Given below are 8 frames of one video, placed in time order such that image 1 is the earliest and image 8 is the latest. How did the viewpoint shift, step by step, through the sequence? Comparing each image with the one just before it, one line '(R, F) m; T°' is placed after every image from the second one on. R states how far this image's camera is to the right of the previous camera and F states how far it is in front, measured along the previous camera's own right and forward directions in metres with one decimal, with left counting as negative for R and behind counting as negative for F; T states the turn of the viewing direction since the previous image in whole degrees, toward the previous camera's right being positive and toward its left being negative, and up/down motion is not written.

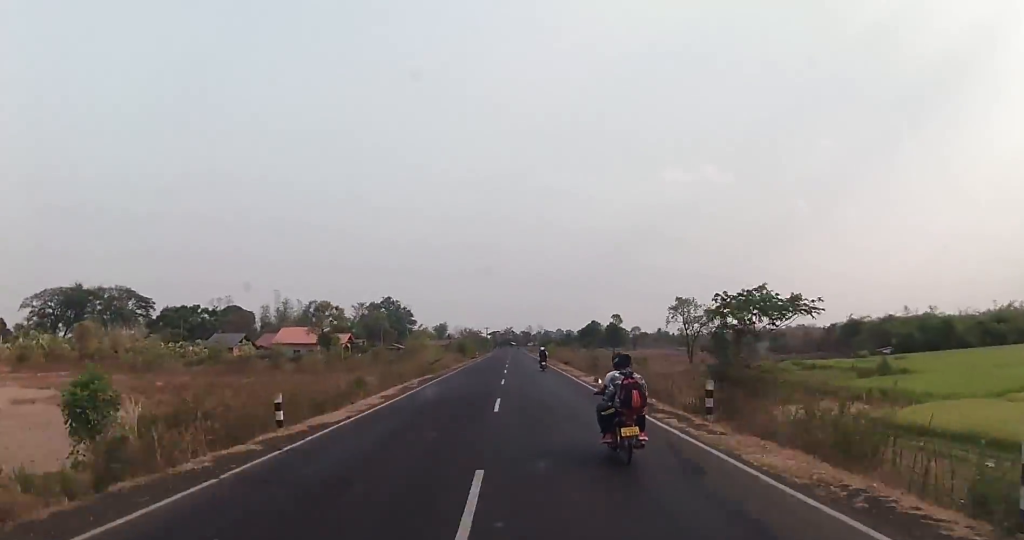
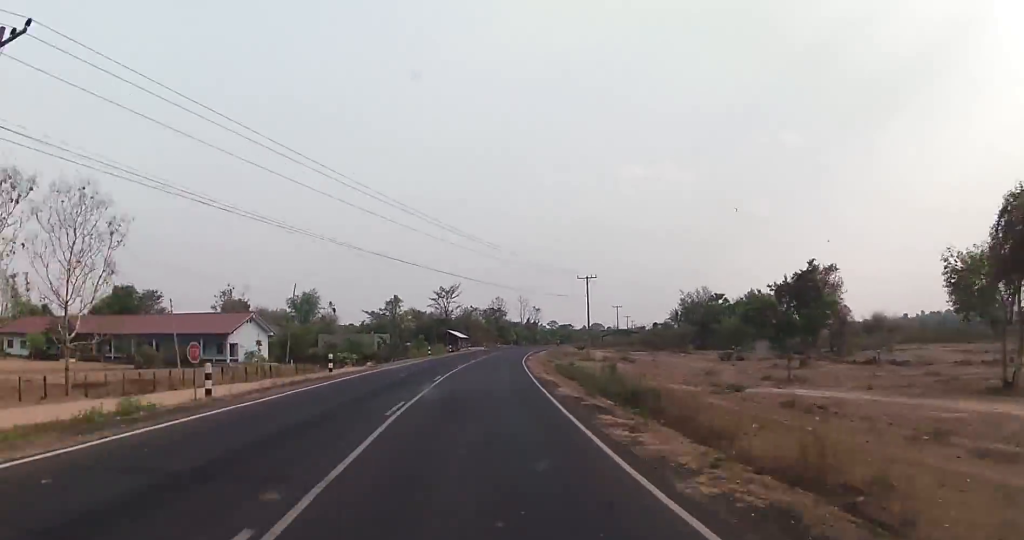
(+8.2, +261.3) m; +5°
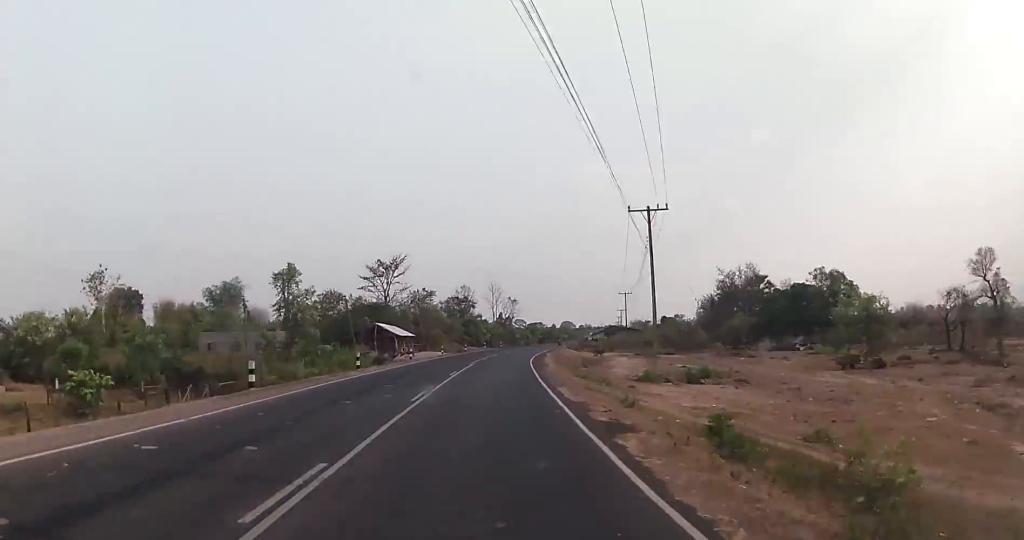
(+0.3, +42.9) m; +2°
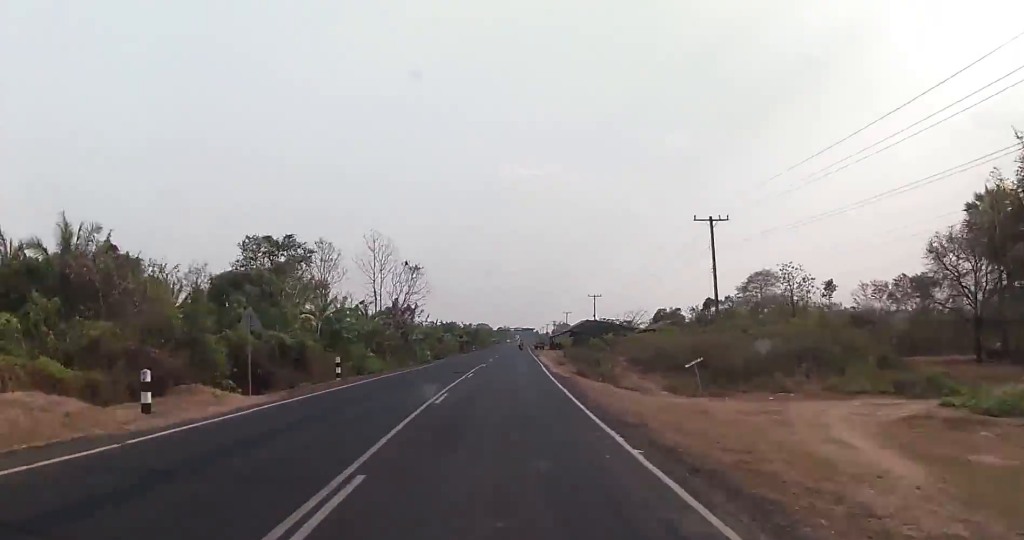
(+3.8, +79.4) m; +5°
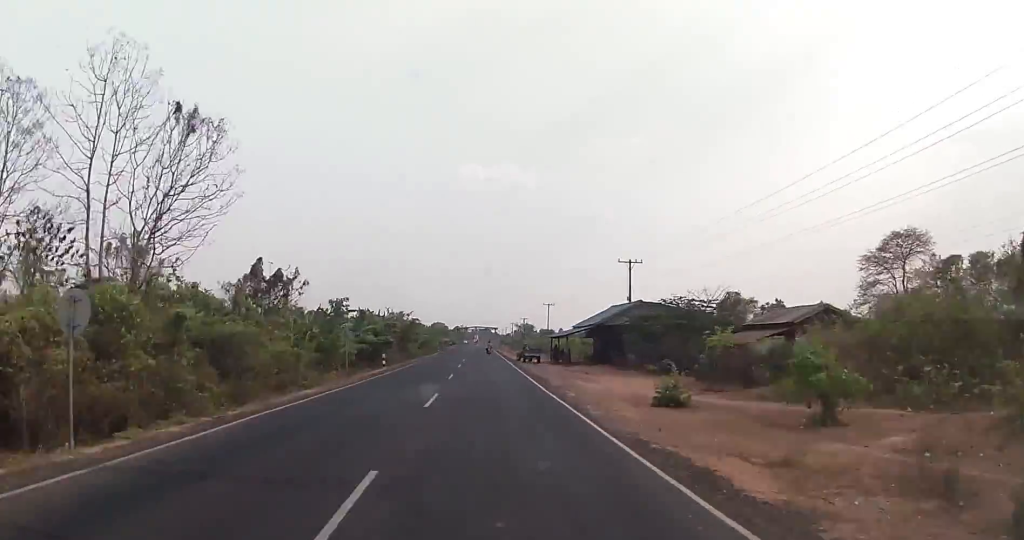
(+2.0, +58.2) m; +3°
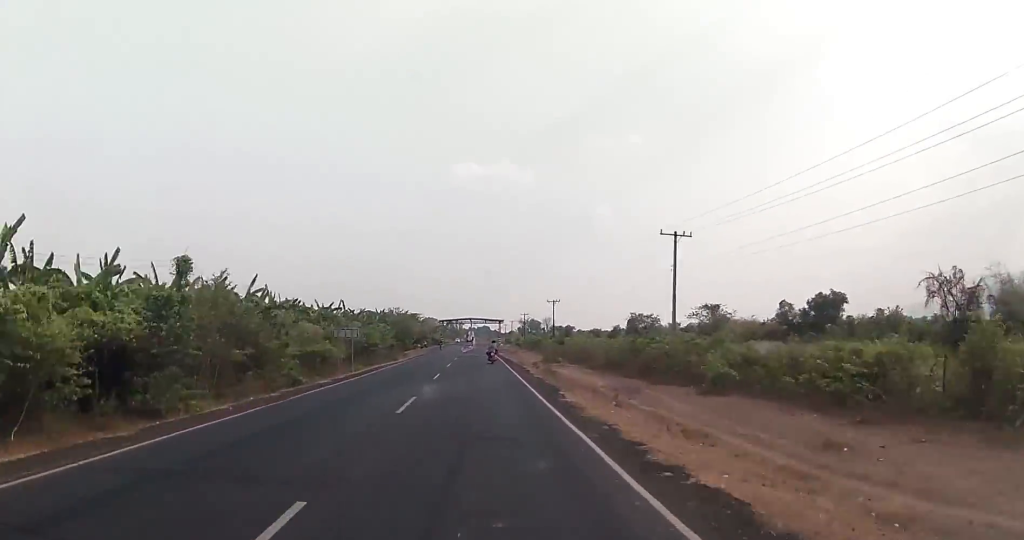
(+1.9, +93.0) m; +1°
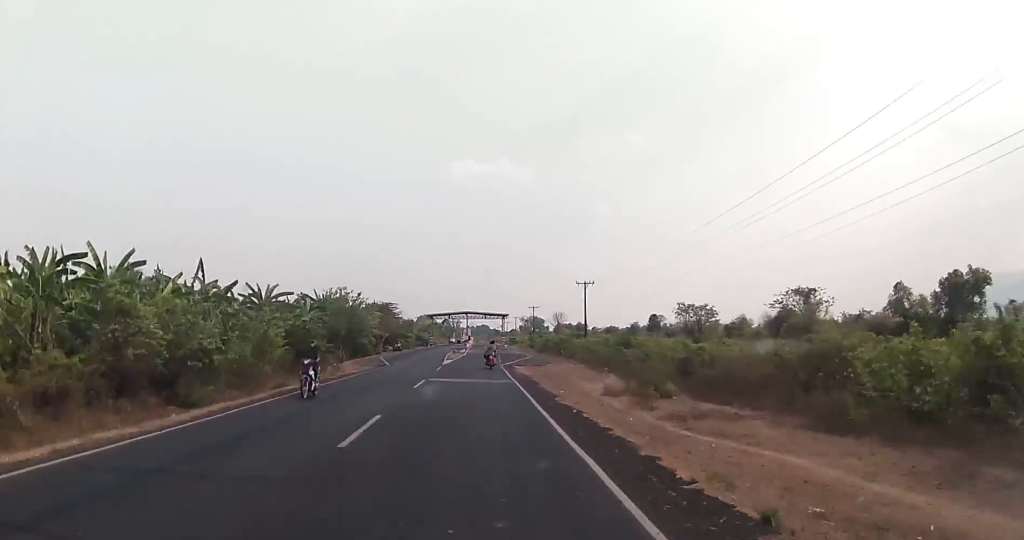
(-0.2, +40.1) m; 0°
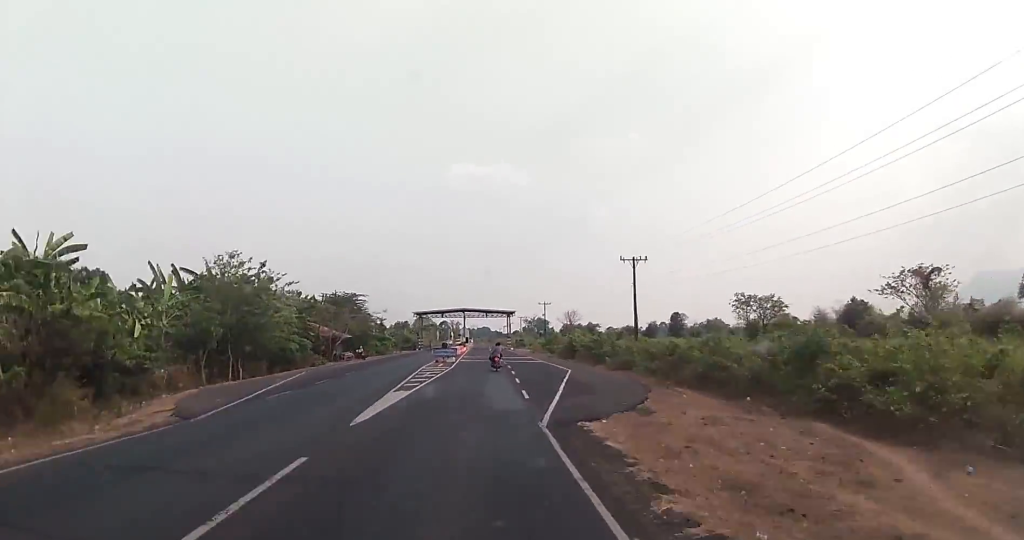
(+0.3, +29.3) m; 0°
